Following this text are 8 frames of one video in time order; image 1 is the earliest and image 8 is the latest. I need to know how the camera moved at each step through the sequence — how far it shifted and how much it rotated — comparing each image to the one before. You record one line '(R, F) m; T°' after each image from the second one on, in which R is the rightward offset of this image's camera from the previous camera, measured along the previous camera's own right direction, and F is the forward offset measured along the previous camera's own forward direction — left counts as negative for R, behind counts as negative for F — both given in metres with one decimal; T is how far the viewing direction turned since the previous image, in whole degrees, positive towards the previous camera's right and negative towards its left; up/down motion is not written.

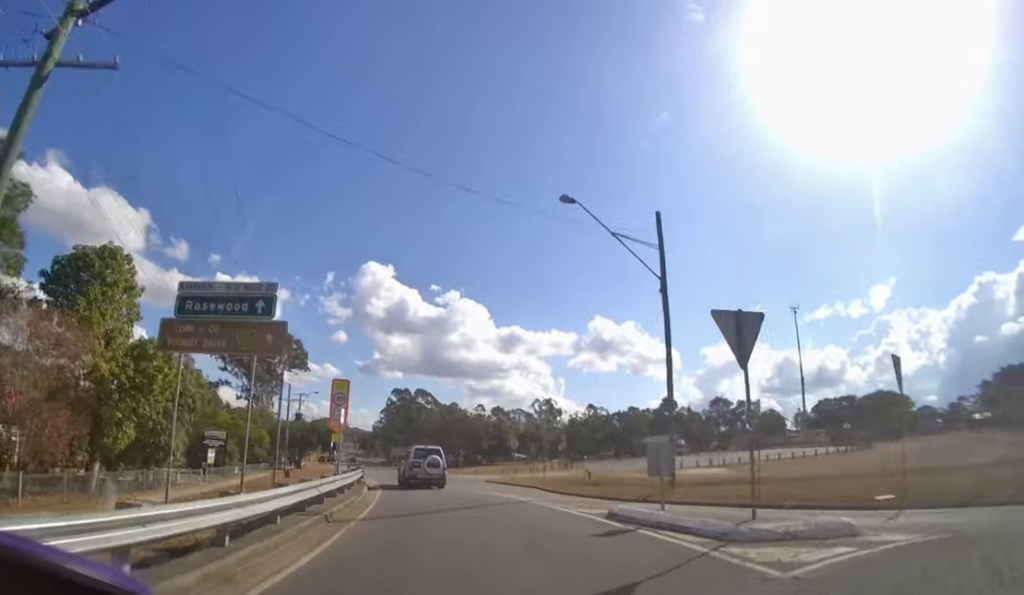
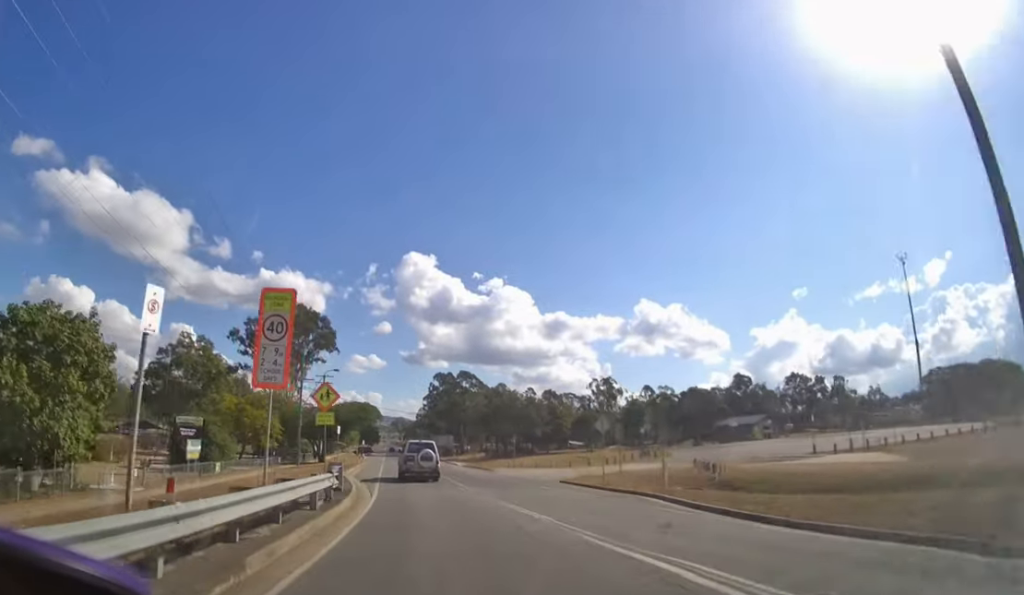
(+0.1, +11.0) m; -2°
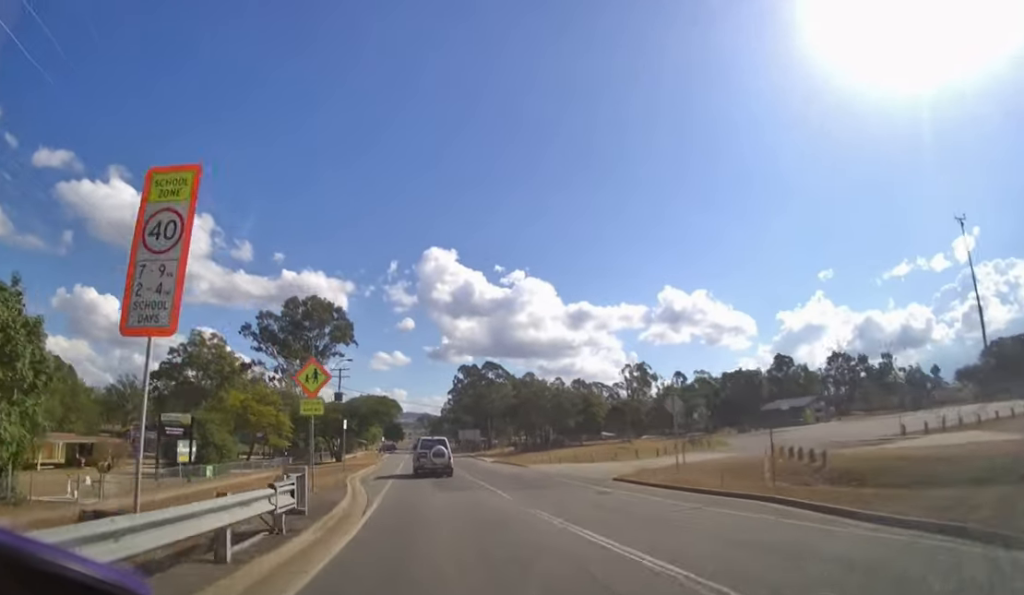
(0.0, +4.7) m; -2°
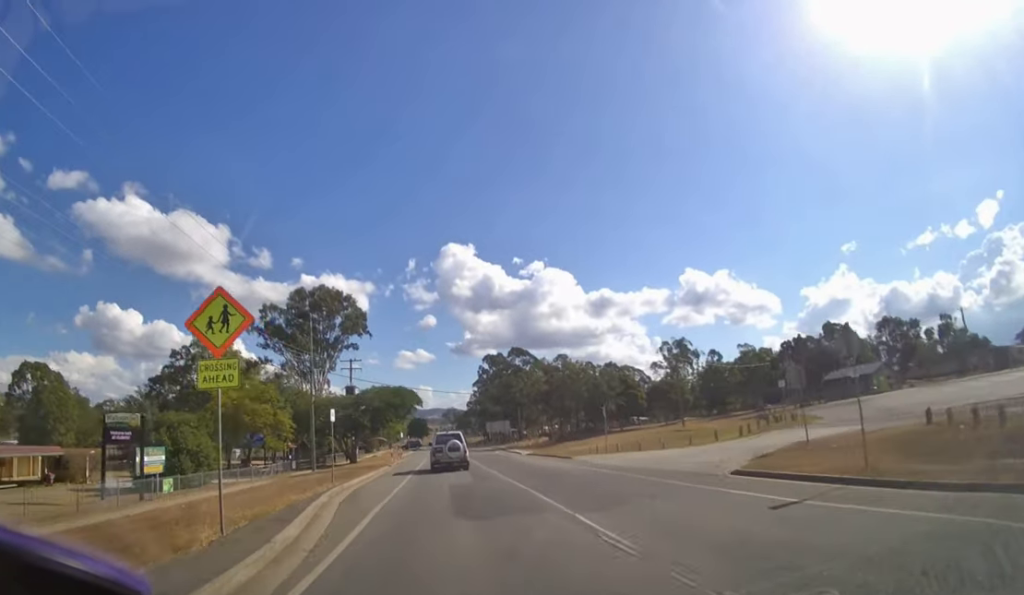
(-0.2, +6.2) m; -2°
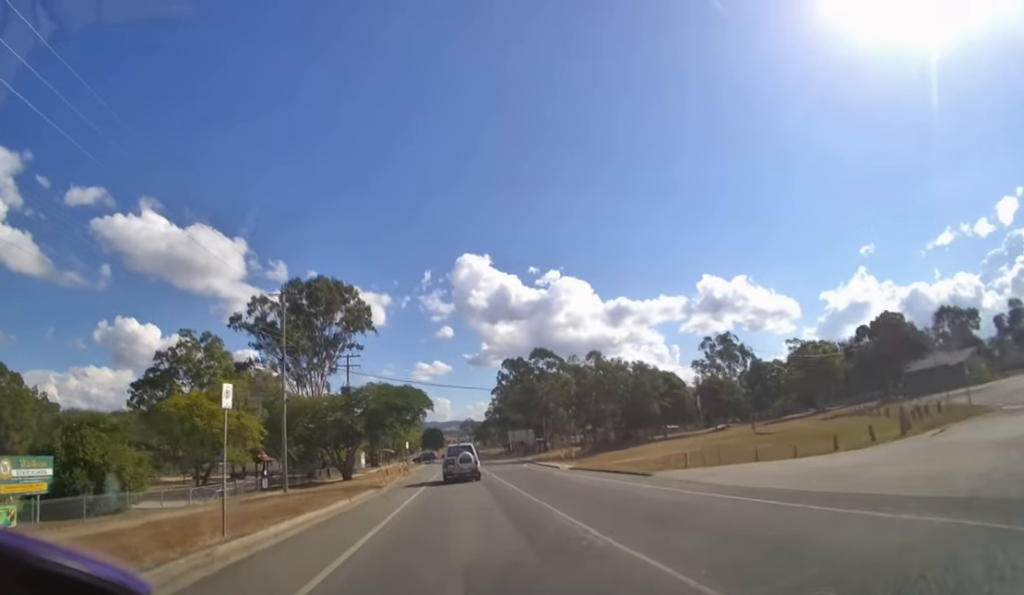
(-0.2, +8.2) m; -2°
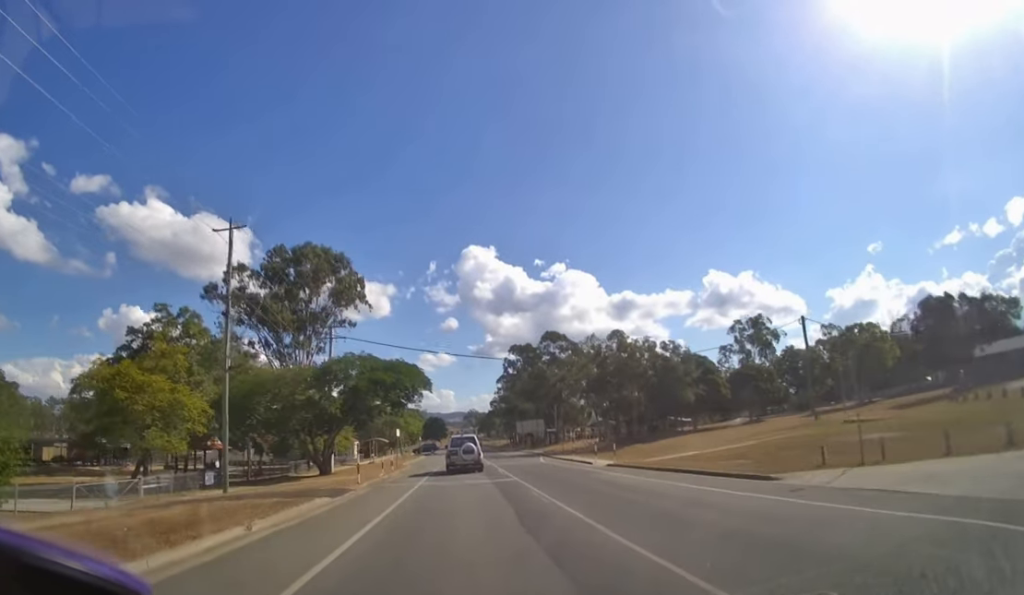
(-0.1, +6.6) m; -1°
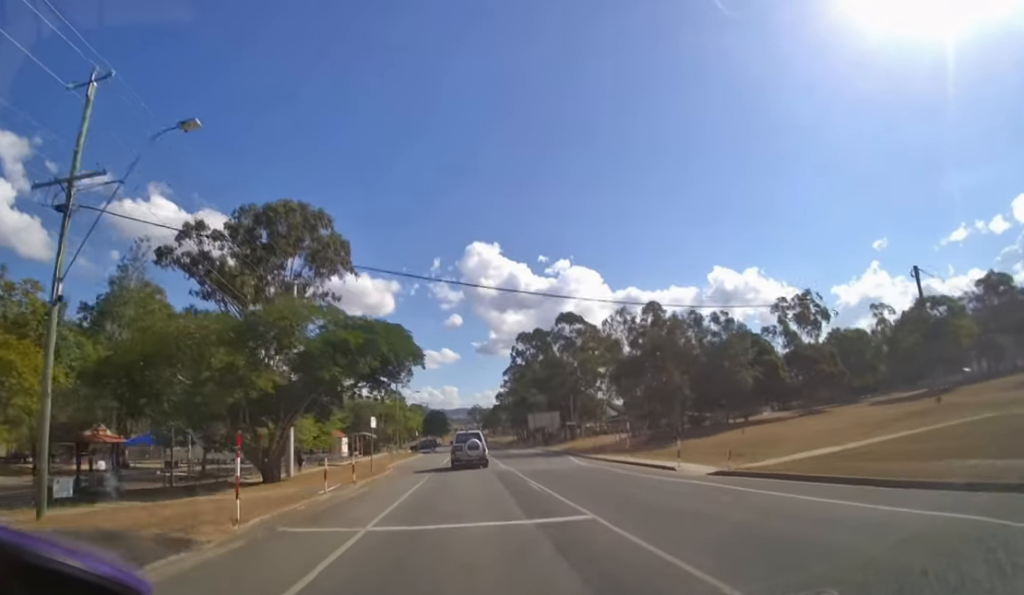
(-0.1, +9.4) m; 0°
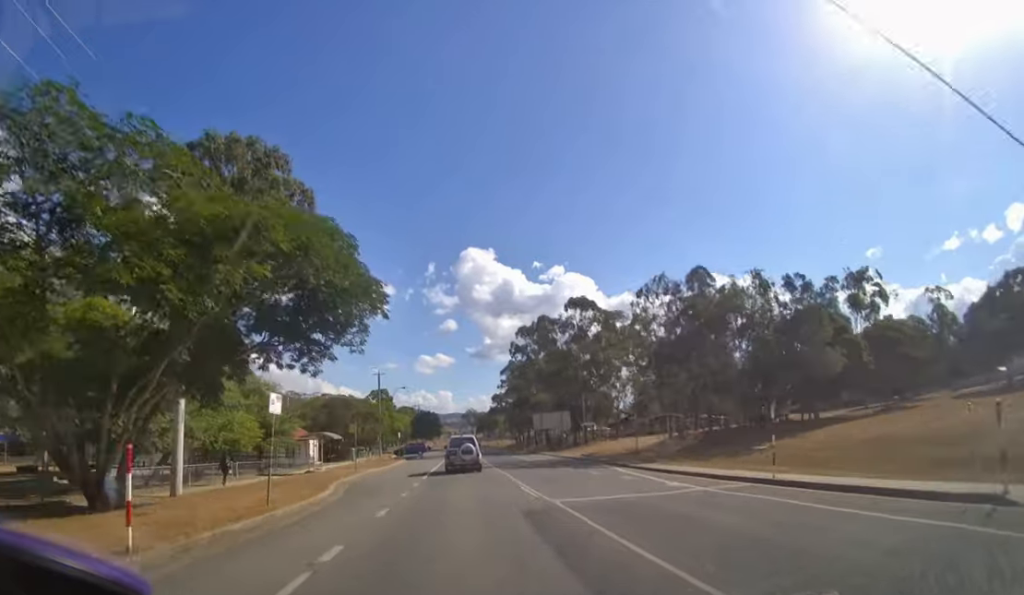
(0.0, +12.0) m; 0°
